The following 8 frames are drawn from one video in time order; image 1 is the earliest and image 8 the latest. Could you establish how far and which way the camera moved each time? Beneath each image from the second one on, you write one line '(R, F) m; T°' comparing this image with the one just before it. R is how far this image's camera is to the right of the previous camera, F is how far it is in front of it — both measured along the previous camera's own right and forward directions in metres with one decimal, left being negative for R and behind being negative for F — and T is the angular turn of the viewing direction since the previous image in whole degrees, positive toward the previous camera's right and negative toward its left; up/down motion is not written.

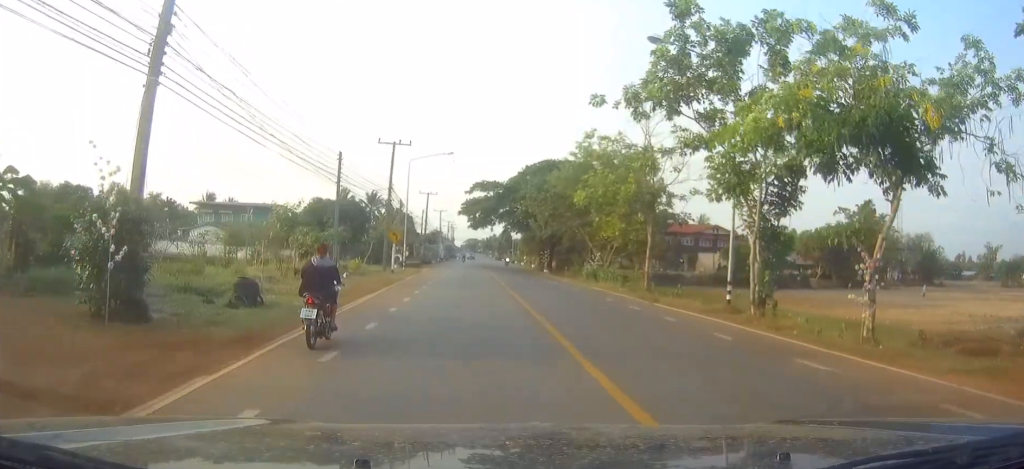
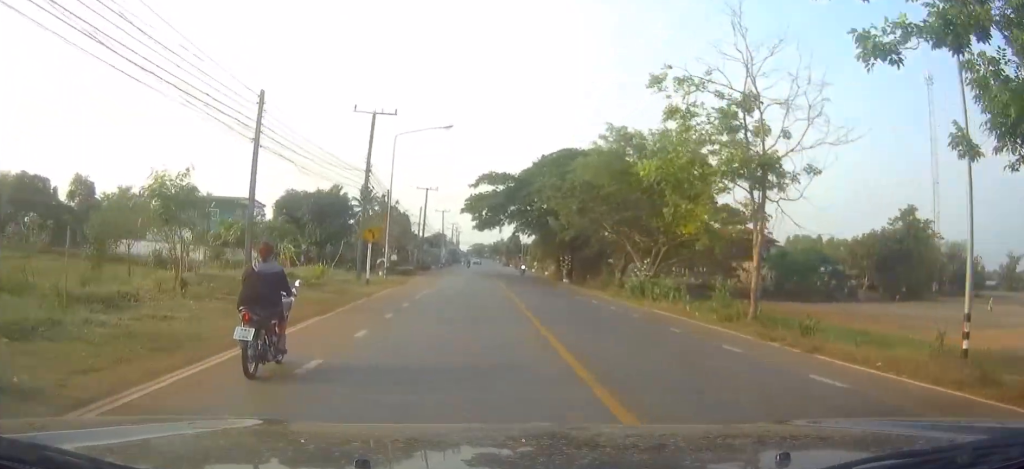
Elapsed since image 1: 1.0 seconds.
(-0.1, +13.0) m; 0°
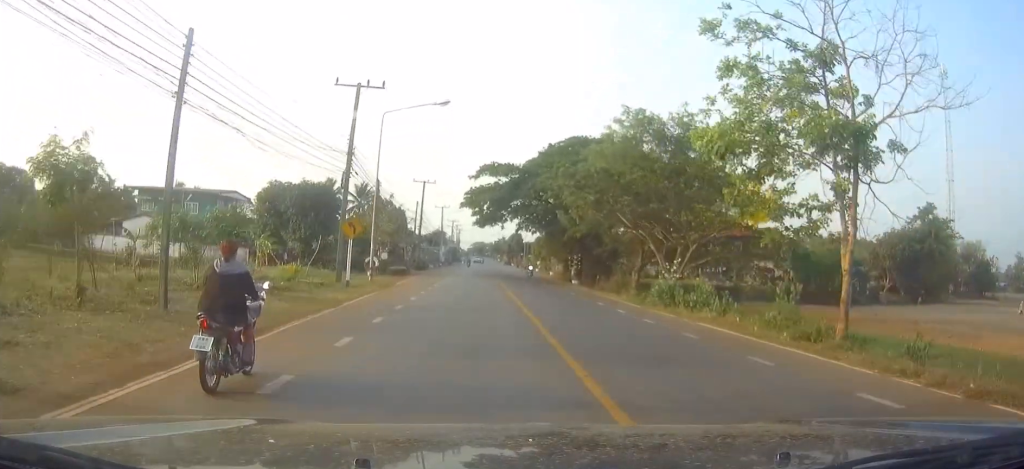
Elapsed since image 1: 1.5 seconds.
(0.0, +5.5) m; 0°
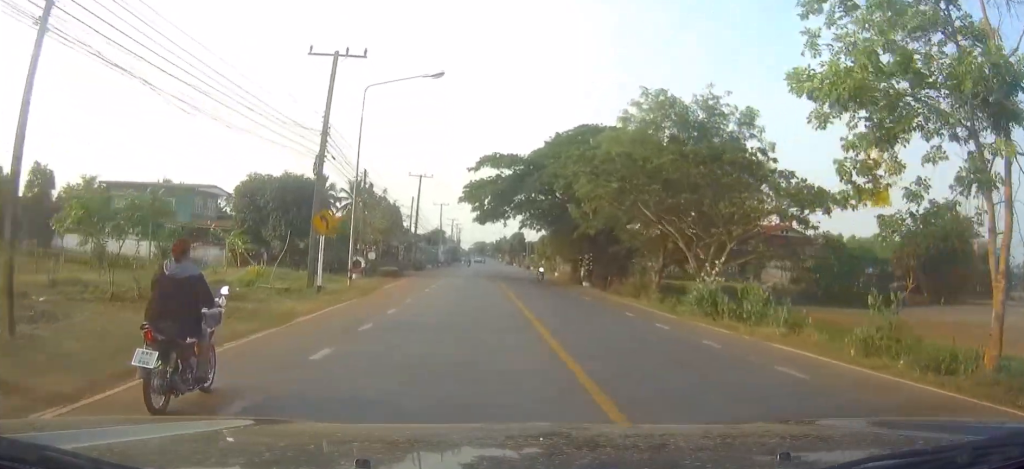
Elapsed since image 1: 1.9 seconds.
(0.0, +5.5) m; 0°
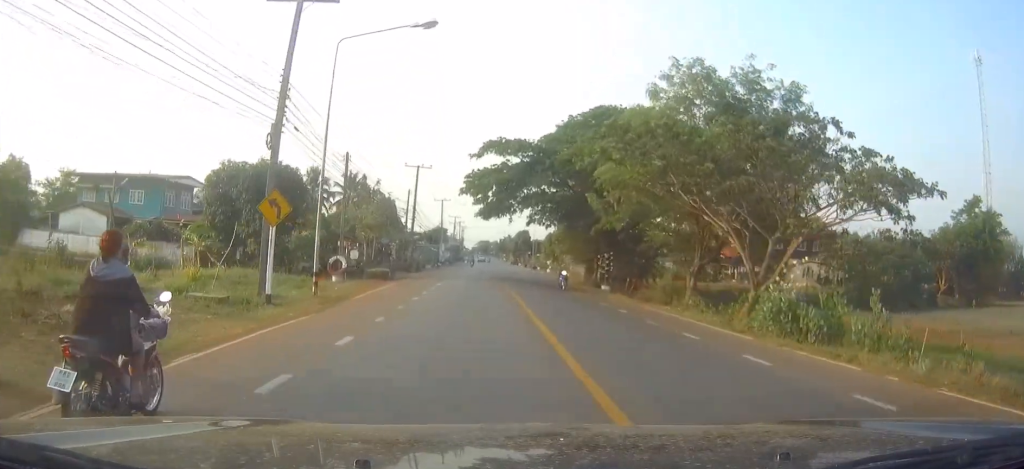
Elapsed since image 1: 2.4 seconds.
(+0.1, +6.4) m; 0°
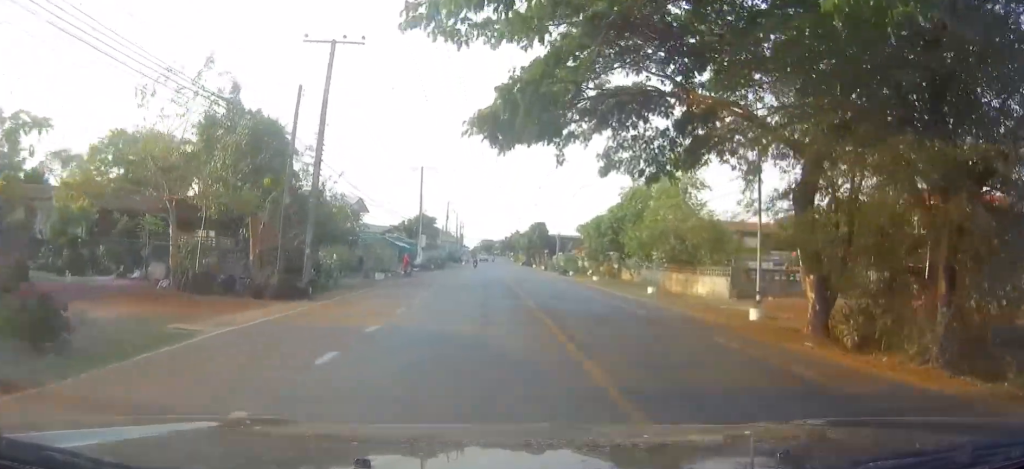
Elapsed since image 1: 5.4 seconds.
(-0.2, +38.1) m; +1°
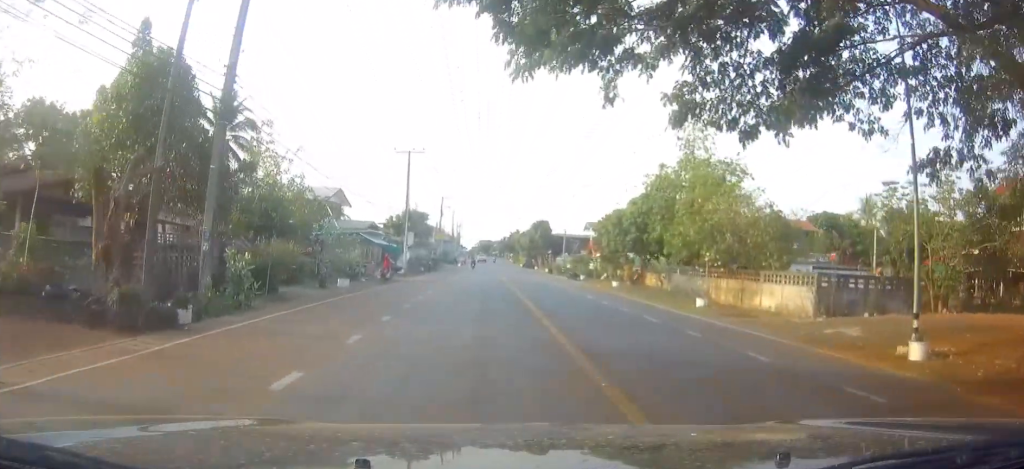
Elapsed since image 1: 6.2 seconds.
(+0.1, +10.2) m; 0°
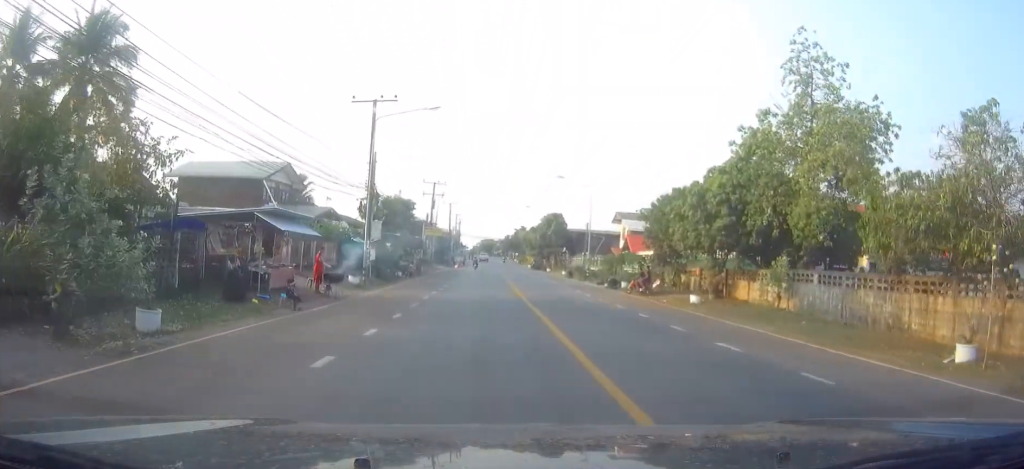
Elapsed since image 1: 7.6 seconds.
(-0.1, +18.0) m; -1°
